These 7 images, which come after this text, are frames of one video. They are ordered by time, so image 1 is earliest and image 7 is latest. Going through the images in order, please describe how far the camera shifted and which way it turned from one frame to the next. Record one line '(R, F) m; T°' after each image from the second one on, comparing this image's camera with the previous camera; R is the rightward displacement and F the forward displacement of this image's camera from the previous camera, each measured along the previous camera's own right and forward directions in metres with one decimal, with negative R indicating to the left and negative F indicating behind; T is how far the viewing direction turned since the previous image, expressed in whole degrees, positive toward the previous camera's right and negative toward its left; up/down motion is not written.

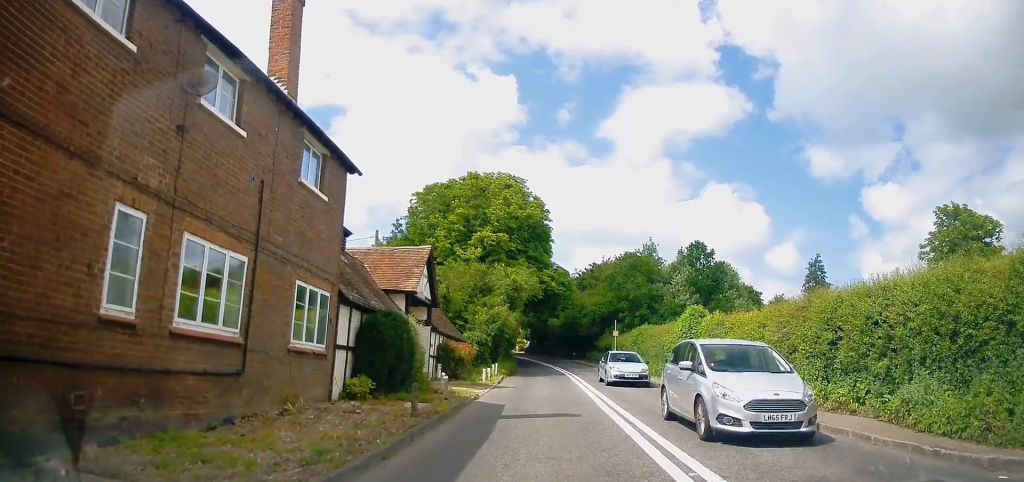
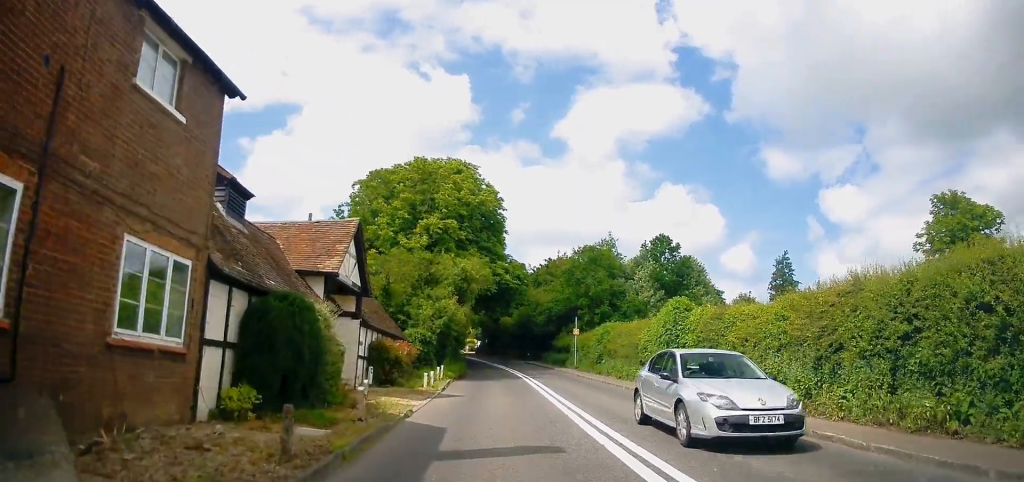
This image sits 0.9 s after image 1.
(+0.3, +4.2) m; +6°
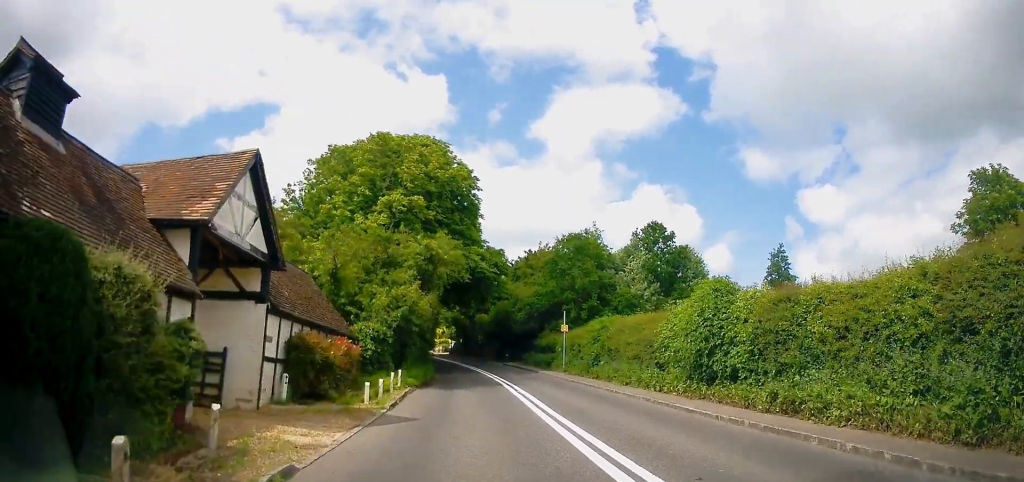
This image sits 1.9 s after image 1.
(+0.3, +6.0) m; +3°
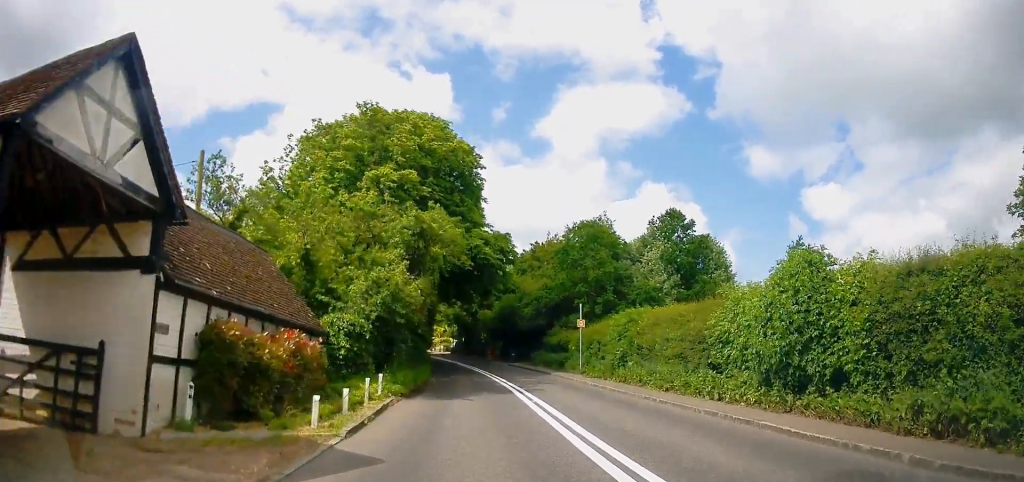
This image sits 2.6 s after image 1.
(+0.1, +4.5) m; -1°
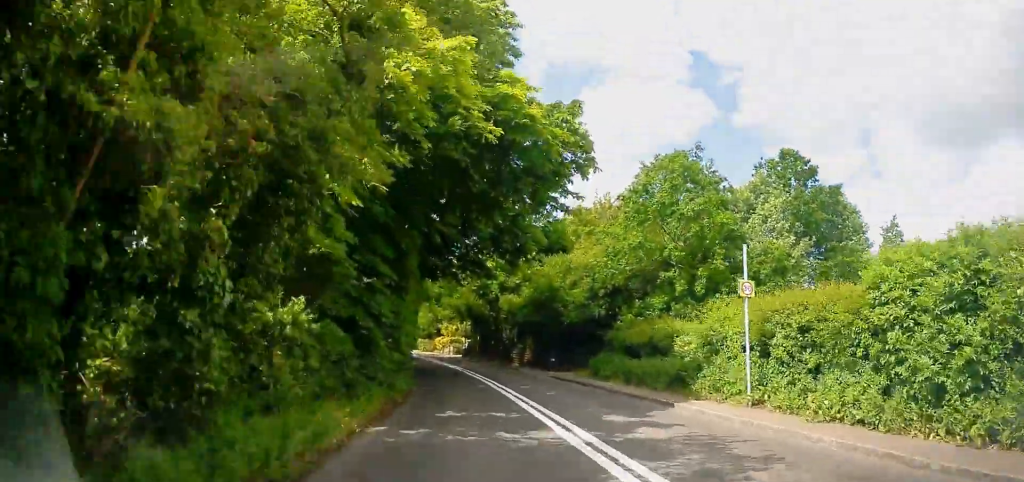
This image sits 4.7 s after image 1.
(-0.7, +17.4) m; -3°
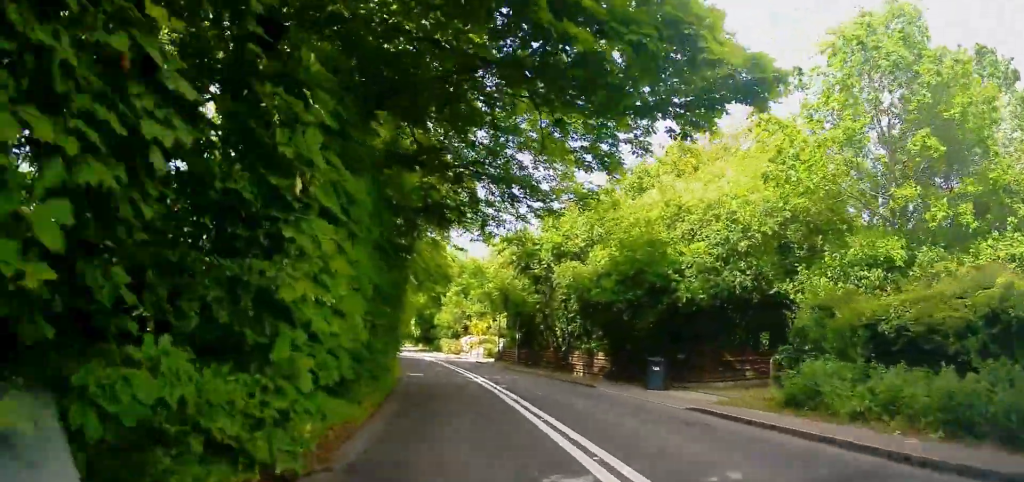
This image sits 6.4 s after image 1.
(0.0, +14.8) m; -2°
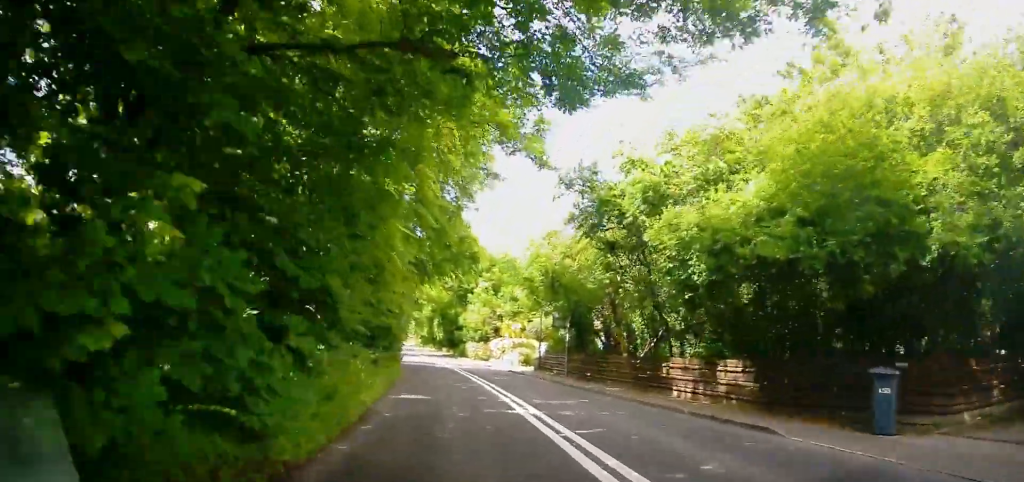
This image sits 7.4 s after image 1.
(-0.3, +10.2) m; -4°
